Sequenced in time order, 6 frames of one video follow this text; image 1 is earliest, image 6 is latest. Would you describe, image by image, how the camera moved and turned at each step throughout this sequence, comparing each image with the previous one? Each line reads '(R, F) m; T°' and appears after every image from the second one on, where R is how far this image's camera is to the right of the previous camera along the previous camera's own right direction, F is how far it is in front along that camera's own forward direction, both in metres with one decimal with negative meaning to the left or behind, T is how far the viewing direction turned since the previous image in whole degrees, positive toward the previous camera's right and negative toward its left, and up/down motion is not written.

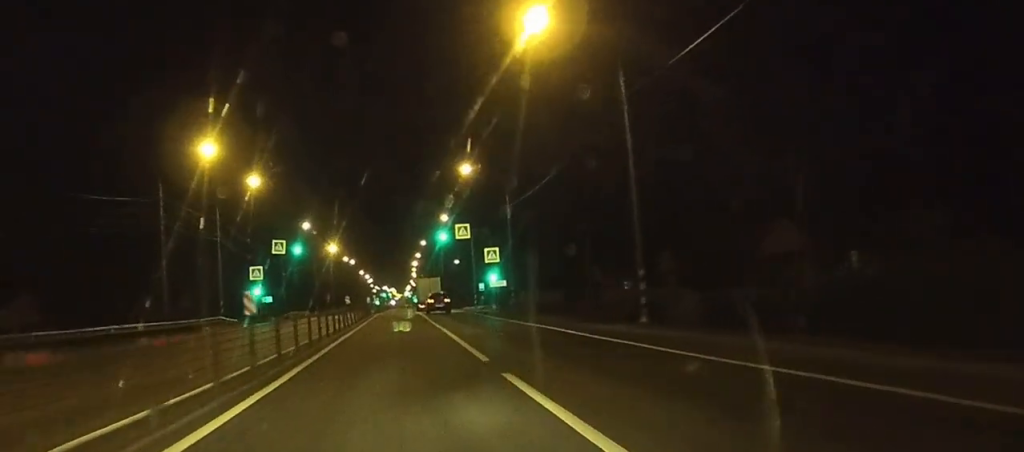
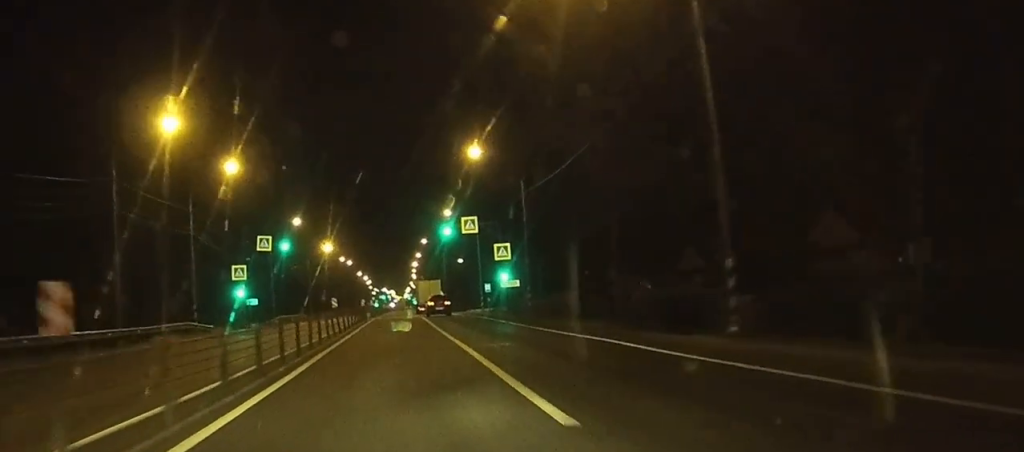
(0.0, +8.4) m; 0°
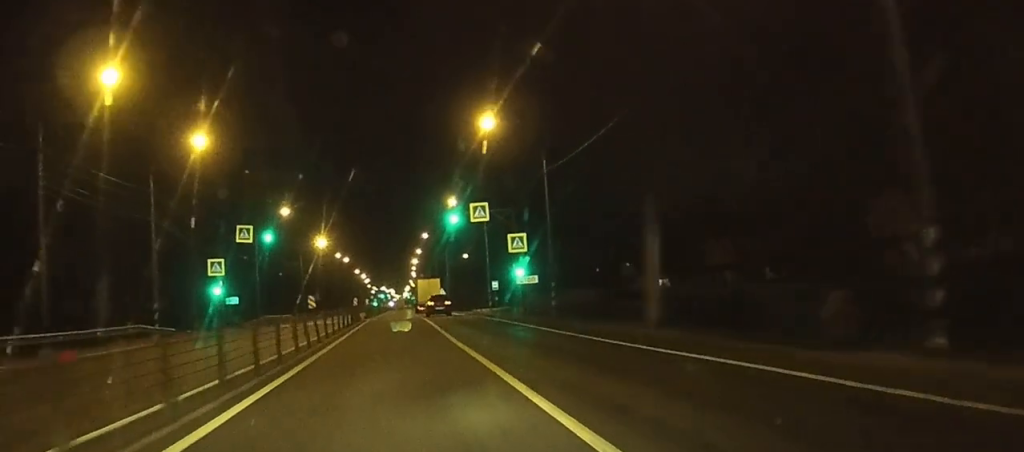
(0.0, +9.0) m; 0°
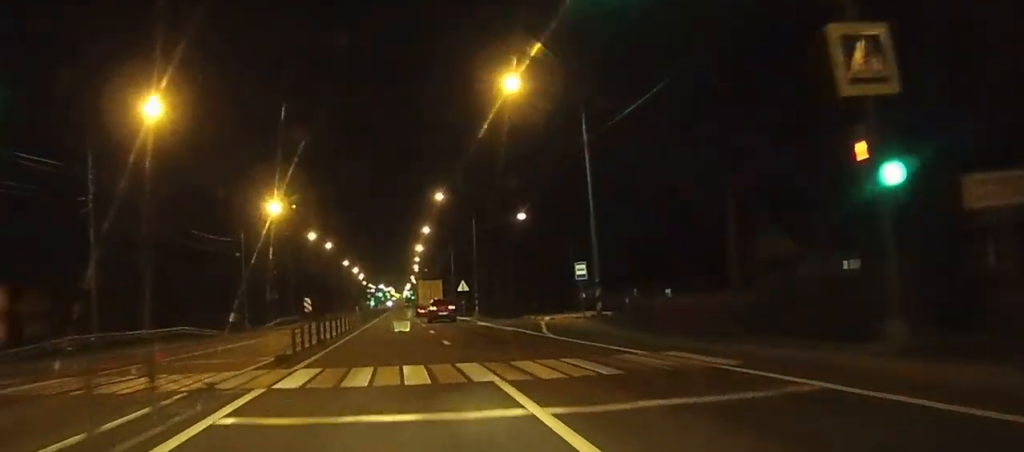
(-0.1, +45.6) m; 0°
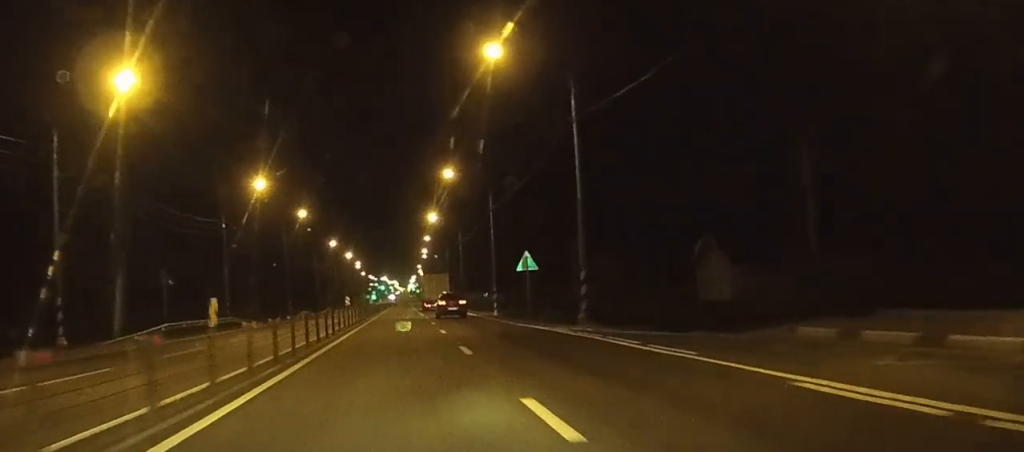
(+0.1, +43.2) m; 0°
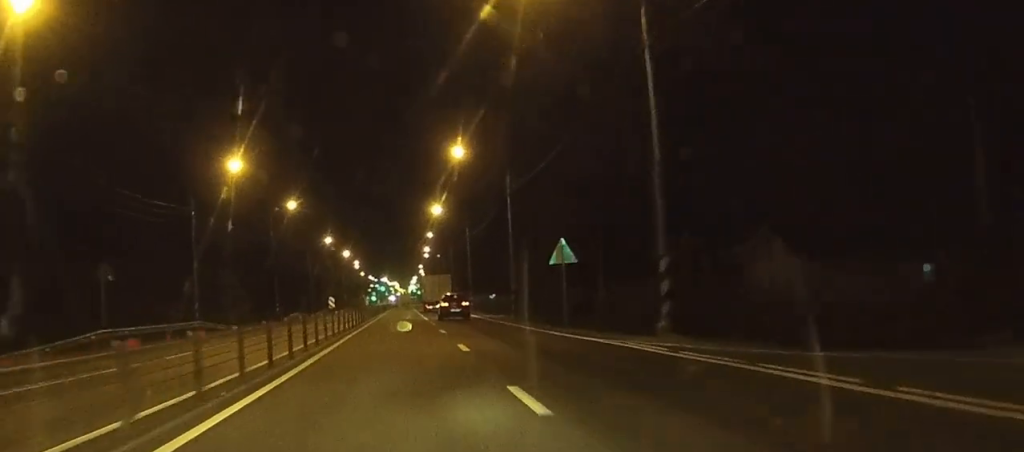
(0.0, +10.0) m; 0°
